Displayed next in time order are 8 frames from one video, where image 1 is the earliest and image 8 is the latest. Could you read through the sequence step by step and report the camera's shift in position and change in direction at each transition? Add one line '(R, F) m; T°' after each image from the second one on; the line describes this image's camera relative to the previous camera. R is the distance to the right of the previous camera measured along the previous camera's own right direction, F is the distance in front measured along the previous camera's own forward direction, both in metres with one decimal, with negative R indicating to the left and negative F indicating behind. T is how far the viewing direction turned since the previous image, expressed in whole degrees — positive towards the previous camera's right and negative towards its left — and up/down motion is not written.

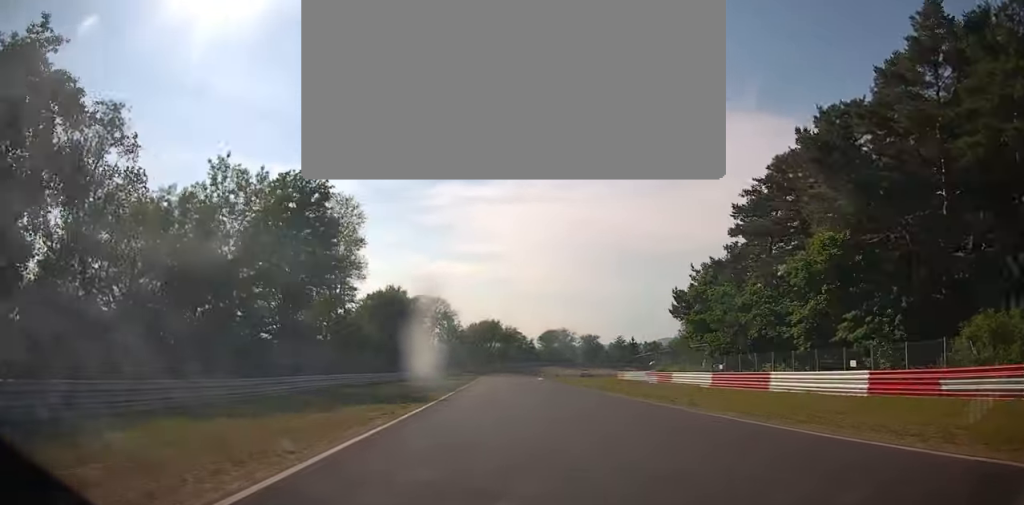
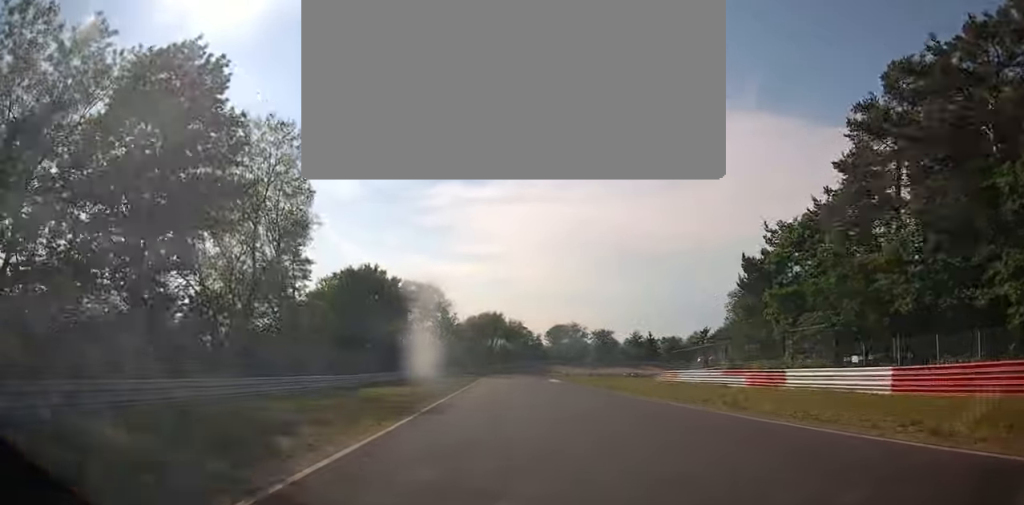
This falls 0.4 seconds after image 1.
(-0.2, +17.5) m; 0°
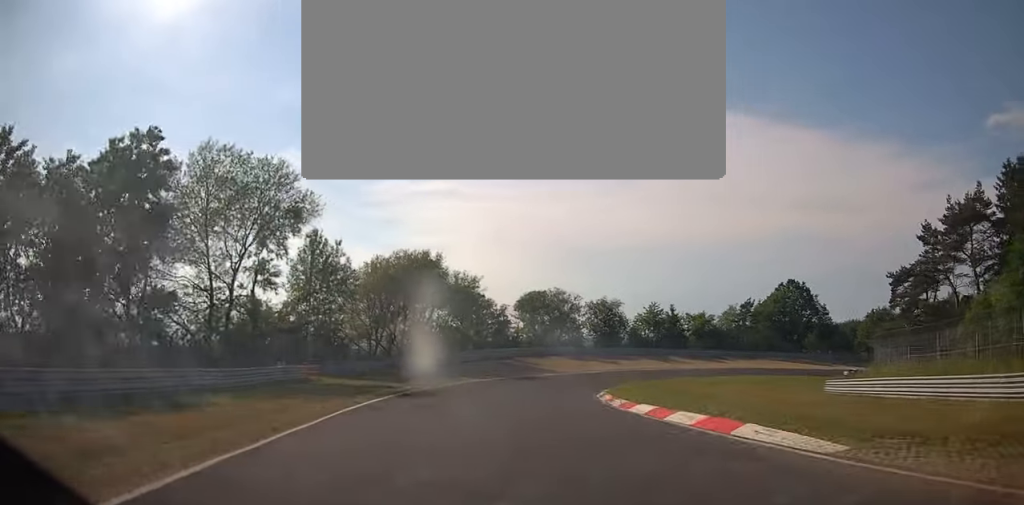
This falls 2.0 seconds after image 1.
(+1.9, +54.6) m; +9°
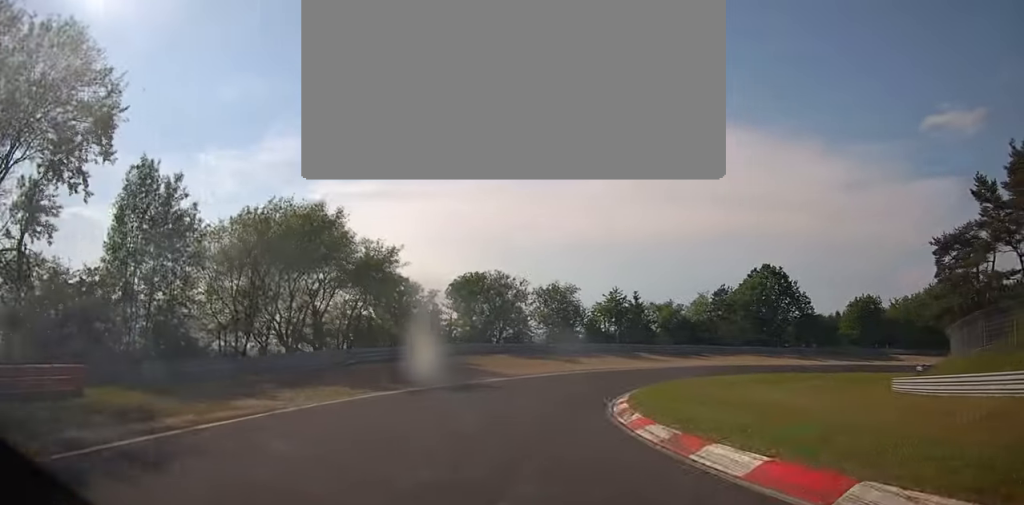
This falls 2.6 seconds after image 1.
(+0.3, +16.7) m; +9°
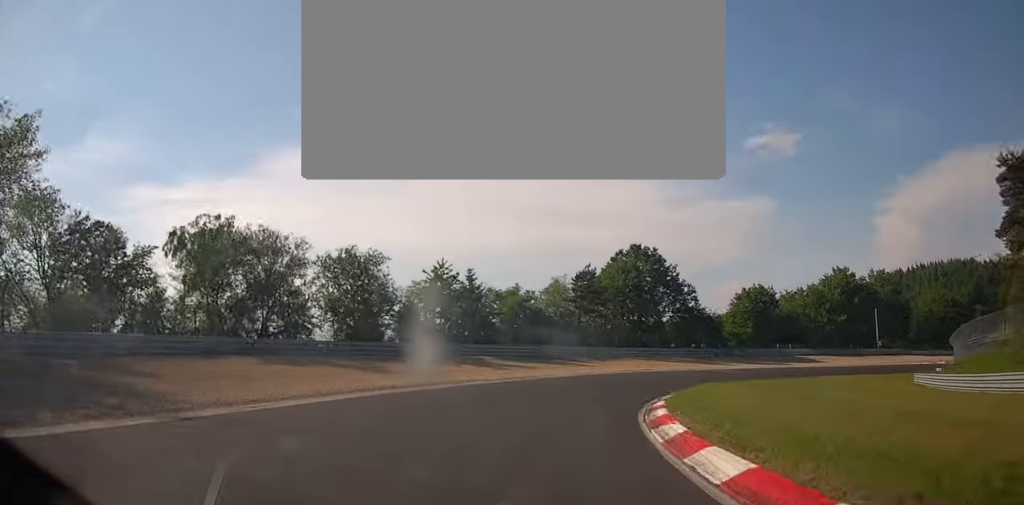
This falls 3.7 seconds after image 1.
(+4.4, +24.2) m; +31°
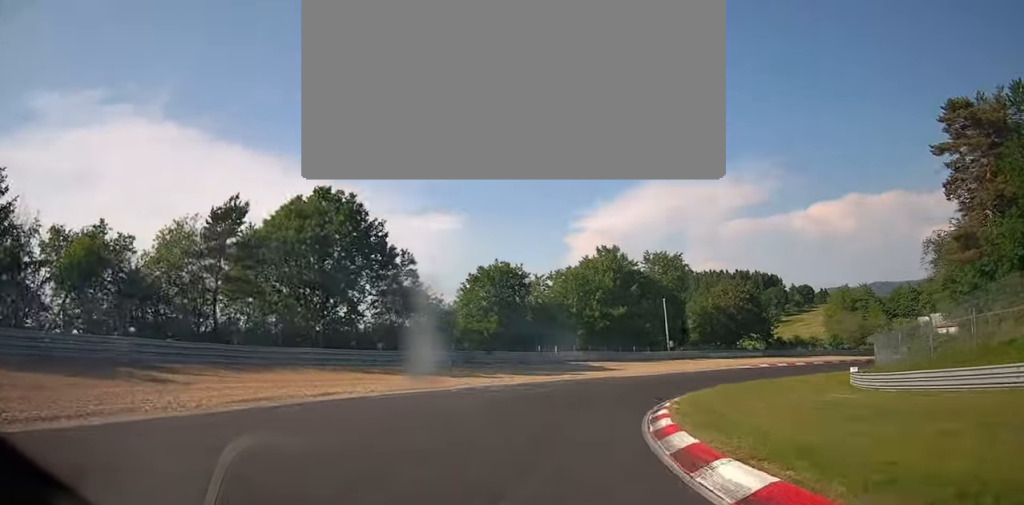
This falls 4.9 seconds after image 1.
(+11.1, +27.9) m; +34°
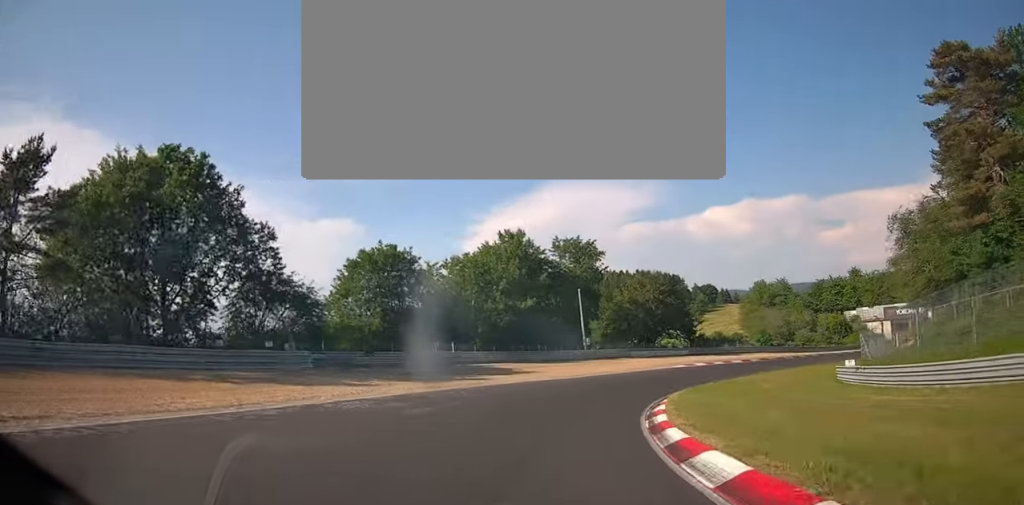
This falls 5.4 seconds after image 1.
(+1.1, +11.3) m; +8°
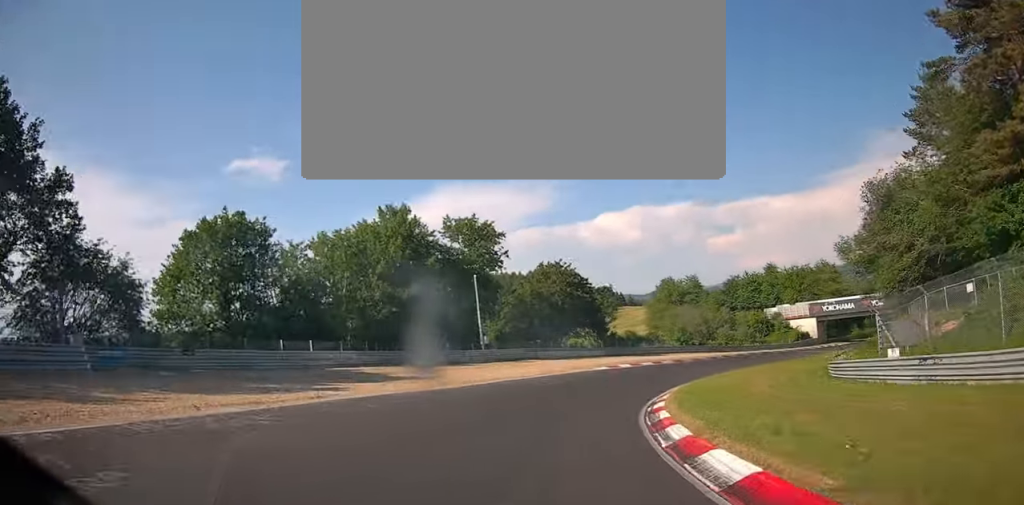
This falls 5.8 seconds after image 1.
(-0.1, +12.2) m; +9°
